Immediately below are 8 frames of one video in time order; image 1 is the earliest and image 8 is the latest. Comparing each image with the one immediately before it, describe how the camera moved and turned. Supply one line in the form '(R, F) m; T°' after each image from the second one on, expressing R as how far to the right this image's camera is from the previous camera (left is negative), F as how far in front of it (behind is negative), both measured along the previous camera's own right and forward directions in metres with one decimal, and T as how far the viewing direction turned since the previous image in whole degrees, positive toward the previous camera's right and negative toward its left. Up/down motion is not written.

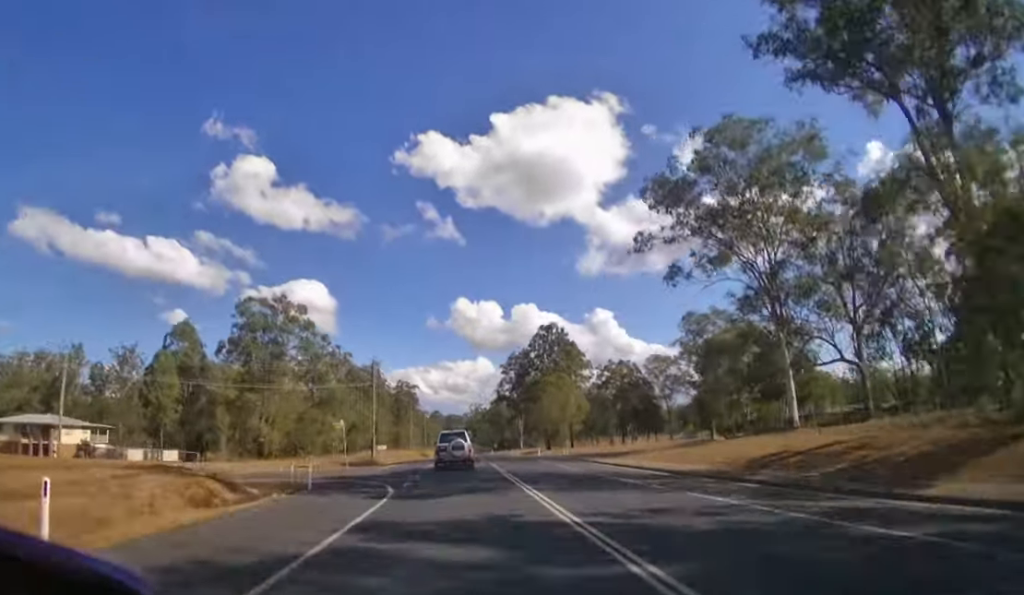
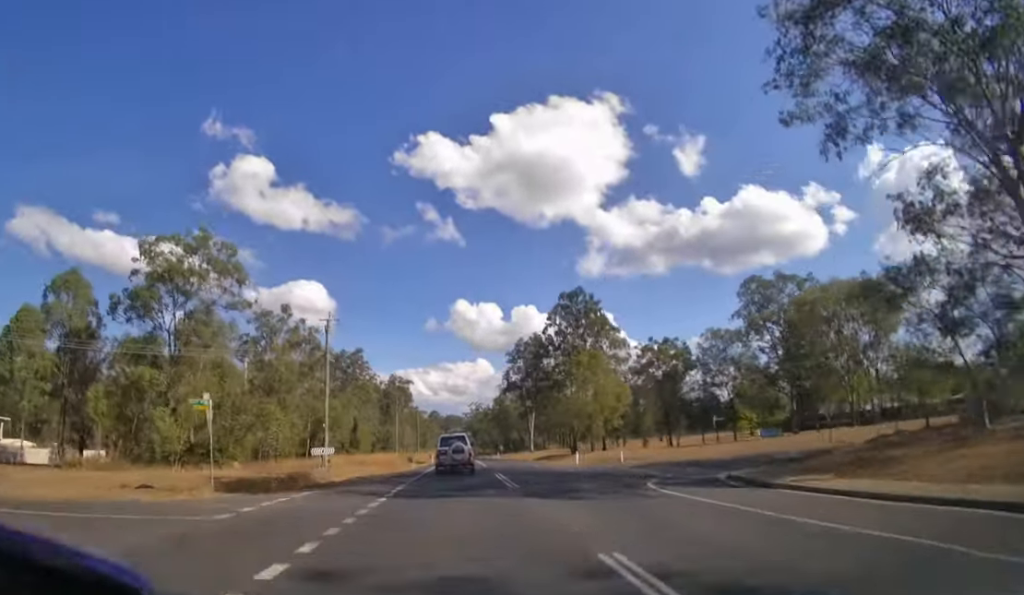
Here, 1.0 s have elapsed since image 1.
(0.0, +20.9) m; 0°
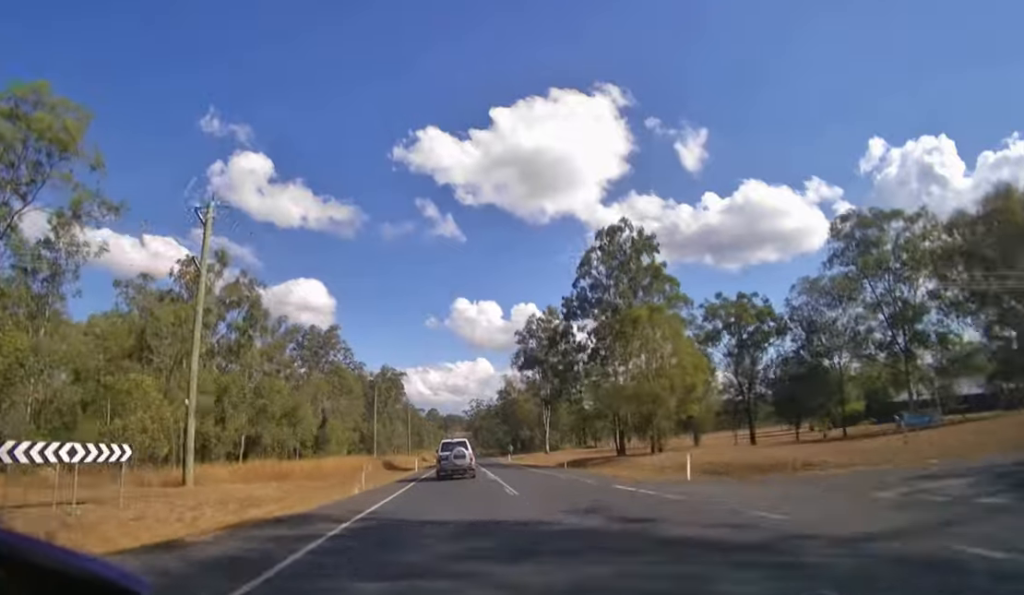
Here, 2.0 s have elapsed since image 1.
(0.0, +22.1) m; 0°
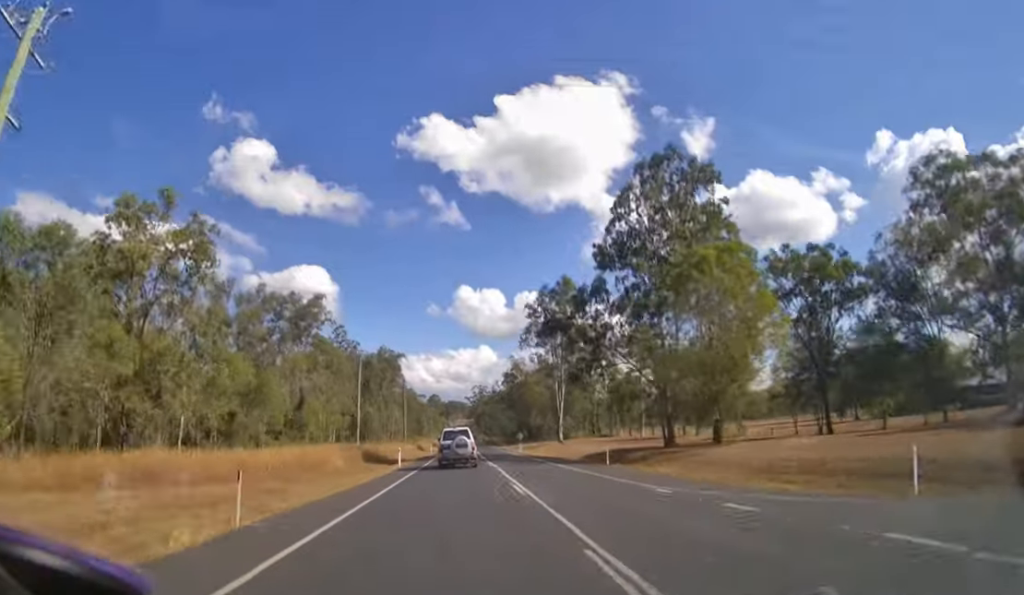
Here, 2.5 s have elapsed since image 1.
(0.0, +12.0) m; 0°
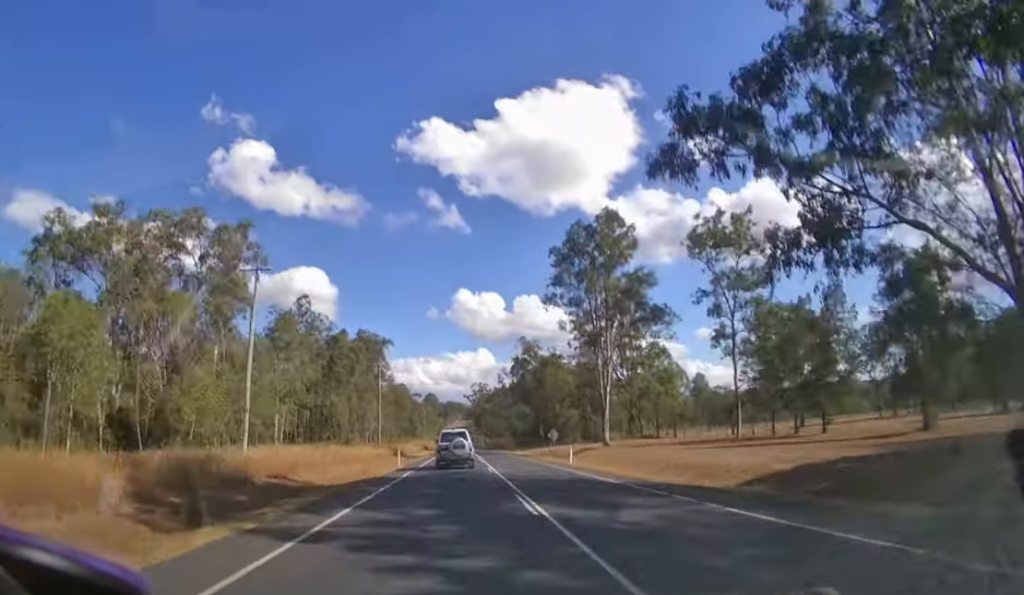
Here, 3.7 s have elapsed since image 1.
(+0.1, +31.4) m; 0°
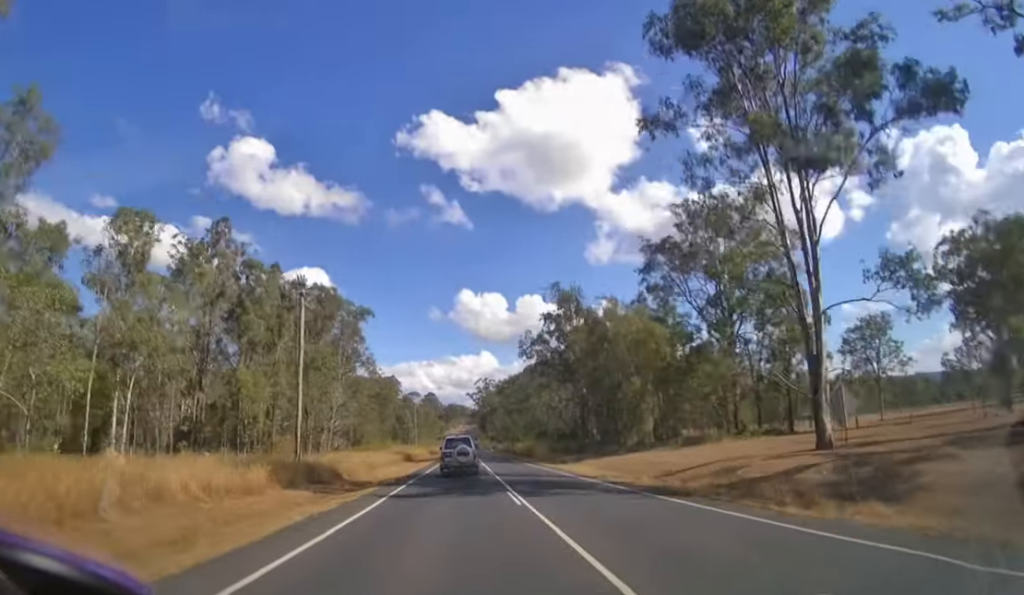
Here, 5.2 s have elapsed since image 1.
(0.0, +36.2) m; 0°
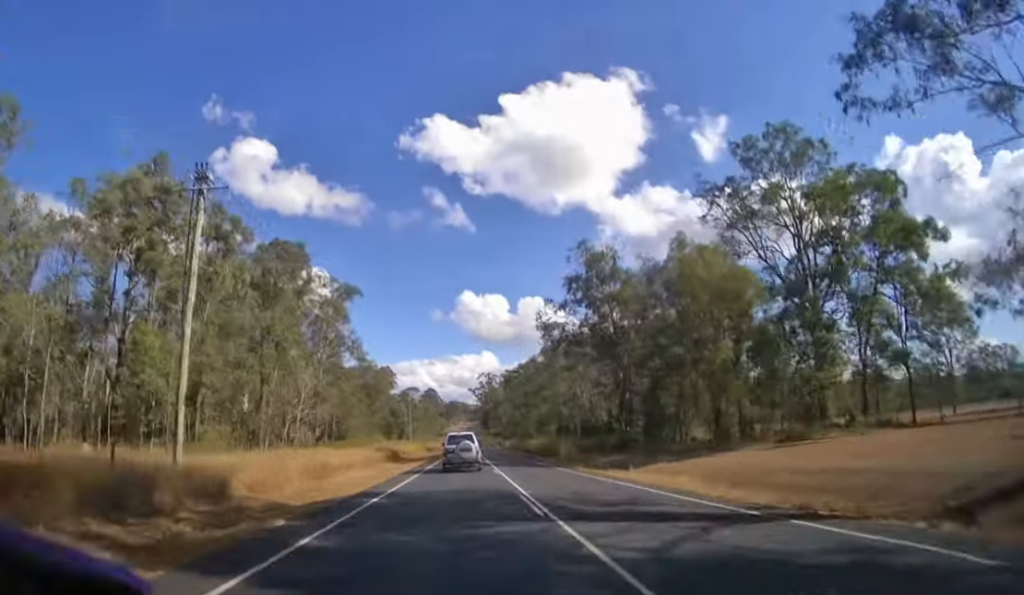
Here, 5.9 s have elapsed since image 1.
(0.0, +14.2) m; 0°
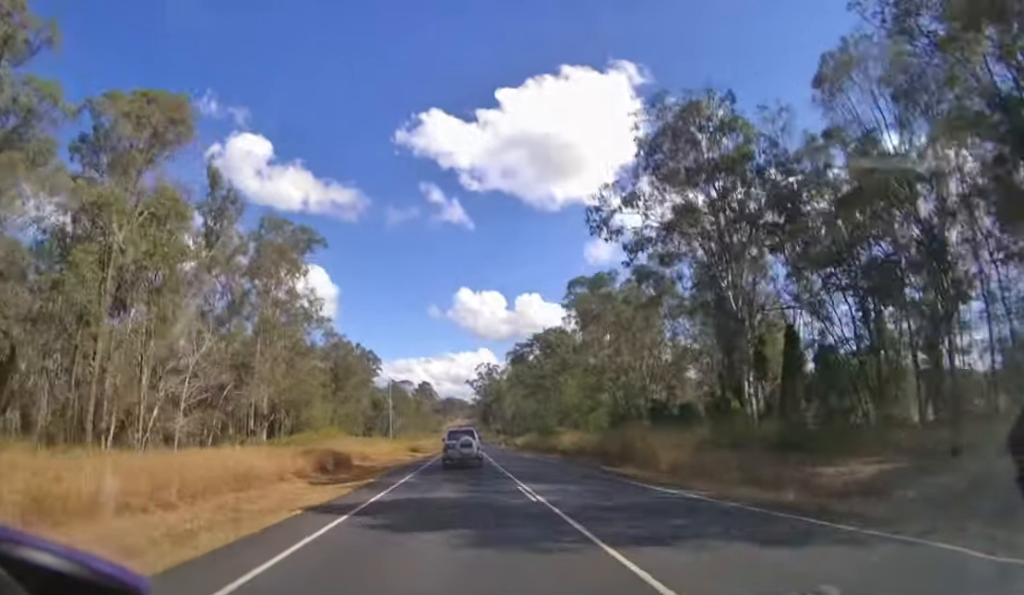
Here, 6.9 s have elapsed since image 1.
(0.0, +21.5) m; 0°
